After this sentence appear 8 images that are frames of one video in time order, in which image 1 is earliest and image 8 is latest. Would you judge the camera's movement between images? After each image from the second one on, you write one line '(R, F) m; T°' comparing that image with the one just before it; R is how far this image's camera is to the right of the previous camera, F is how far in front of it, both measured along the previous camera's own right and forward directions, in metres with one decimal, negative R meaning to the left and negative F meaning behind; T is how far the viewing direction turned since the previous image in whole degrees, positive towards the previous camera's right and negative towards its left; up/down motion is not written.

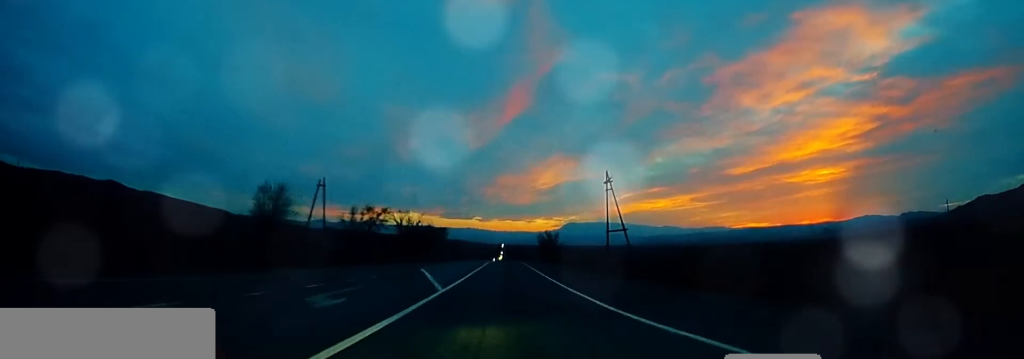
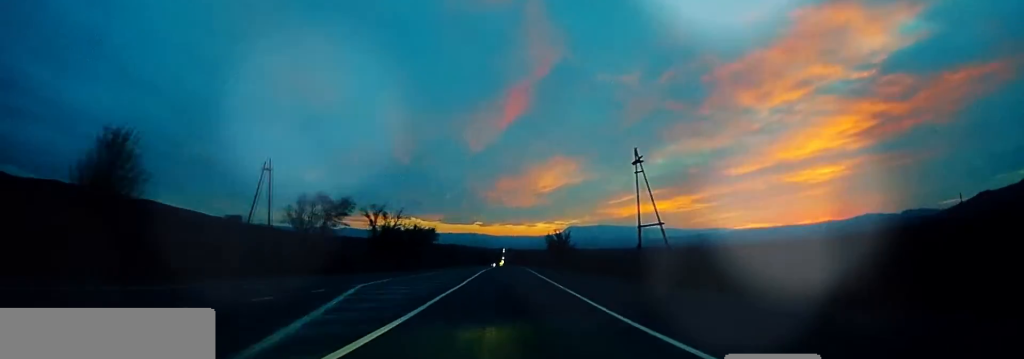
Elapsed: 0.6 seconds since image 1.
(0.0, +14.9) m; 0°
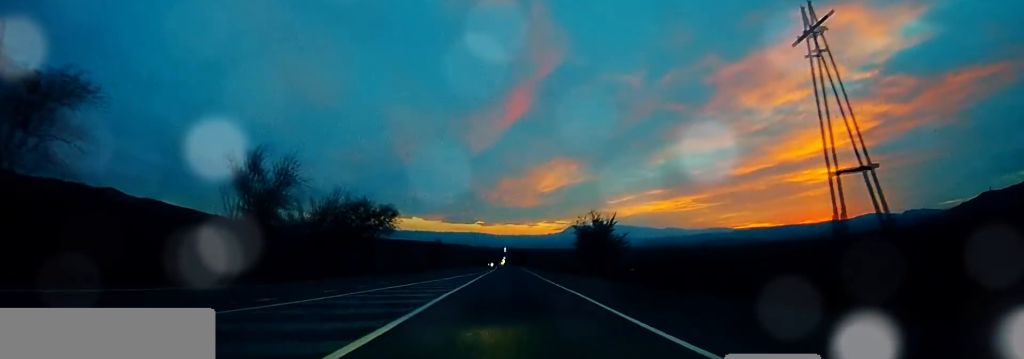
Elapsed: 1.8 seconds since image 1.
(0.0, +30.7) m; 0°
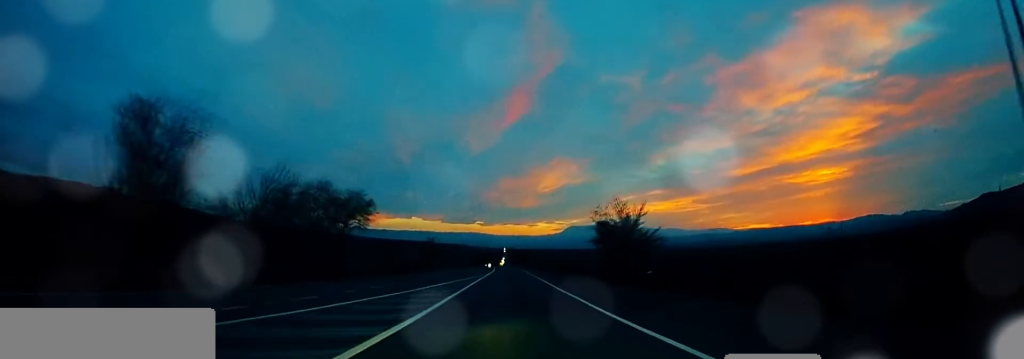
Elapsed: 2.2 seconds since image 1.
(0.0, +9.9) m; 0°
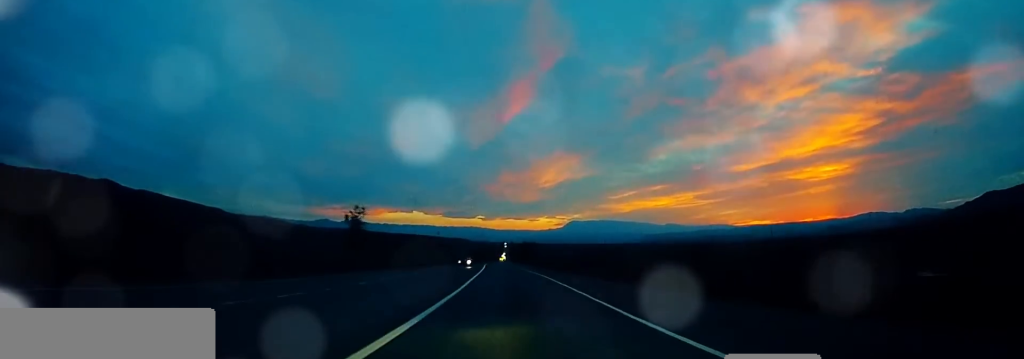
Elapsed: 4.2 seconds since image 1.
(+0.5, +49.7) m; +2°
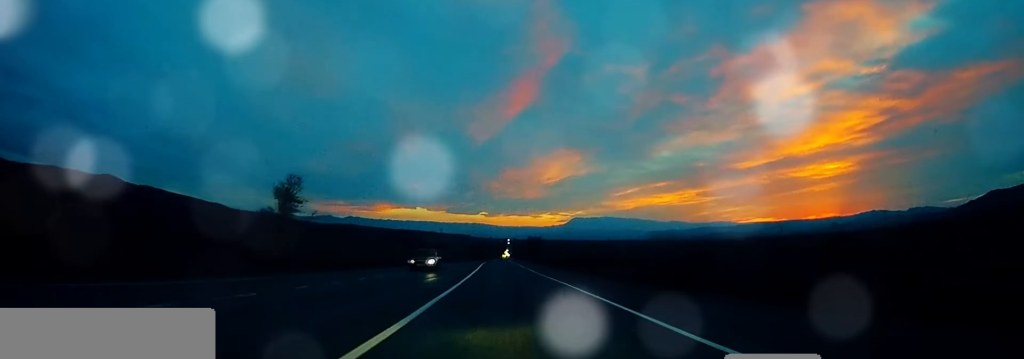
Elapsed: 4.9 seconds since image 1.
(+0.3, +17.4) m; 0°
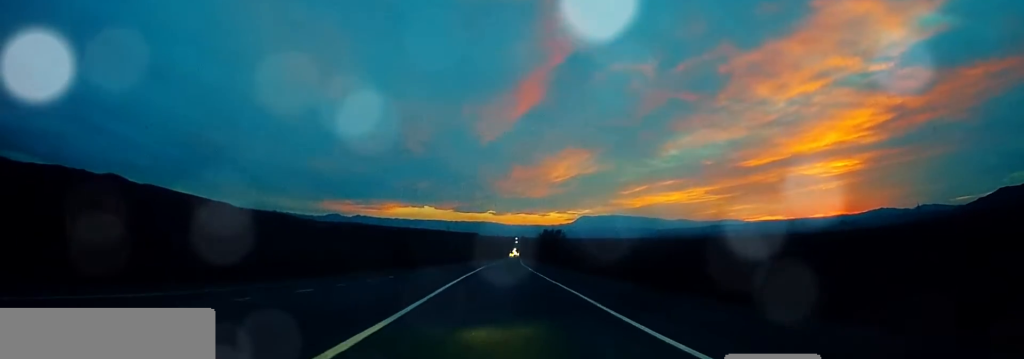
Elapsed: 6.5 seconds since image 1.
(-2.2, +38.5) m; -6°
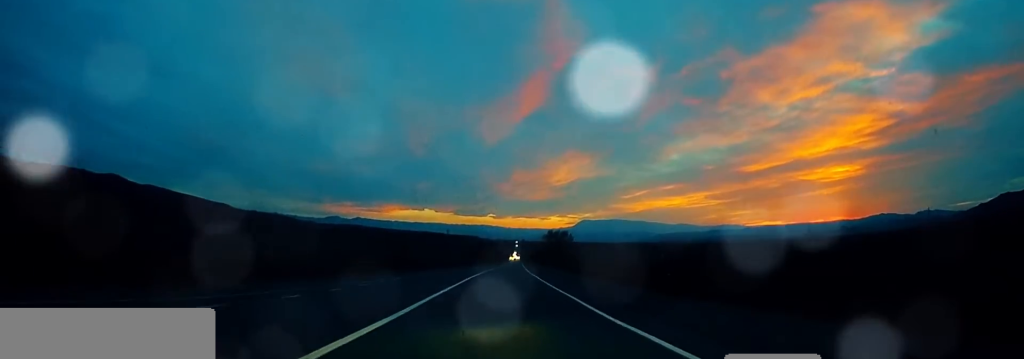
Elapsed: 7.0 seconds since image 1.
(-0.3, +12.4) m; -1°
